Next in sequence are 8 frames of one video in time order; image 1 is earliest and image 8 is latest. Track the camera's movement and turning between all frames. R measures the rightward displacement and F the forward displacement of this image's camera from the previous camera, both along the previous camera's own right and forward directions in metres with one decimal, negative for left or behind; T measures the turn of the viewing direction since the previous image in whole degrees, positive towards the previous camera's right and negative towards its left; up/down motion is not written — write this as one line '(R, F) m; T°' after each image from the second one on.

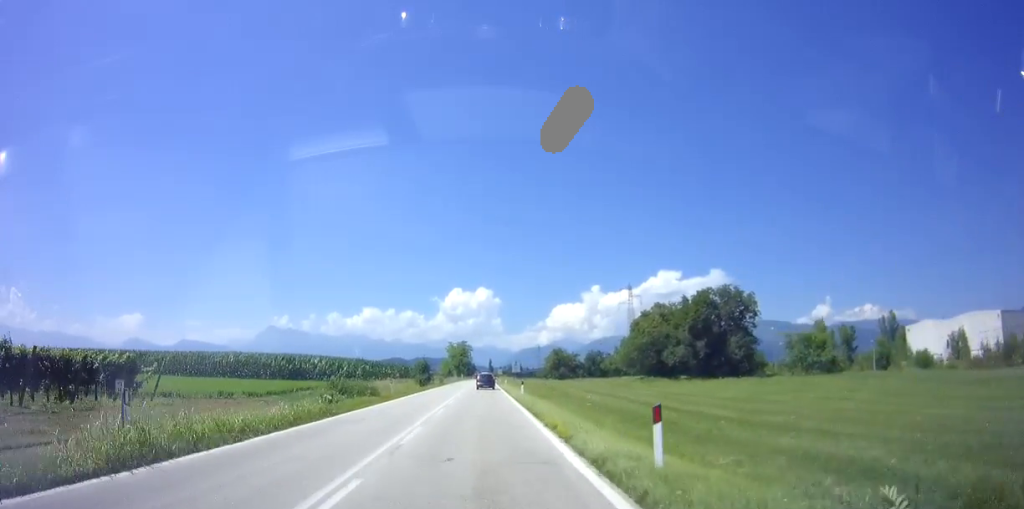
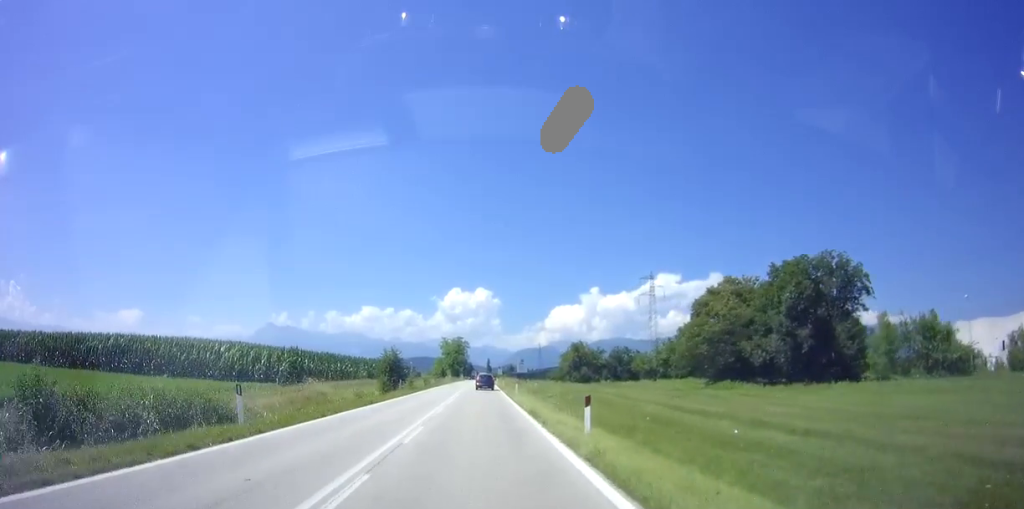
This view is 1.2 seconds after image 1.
(+0.2, +20.6) m; 0°
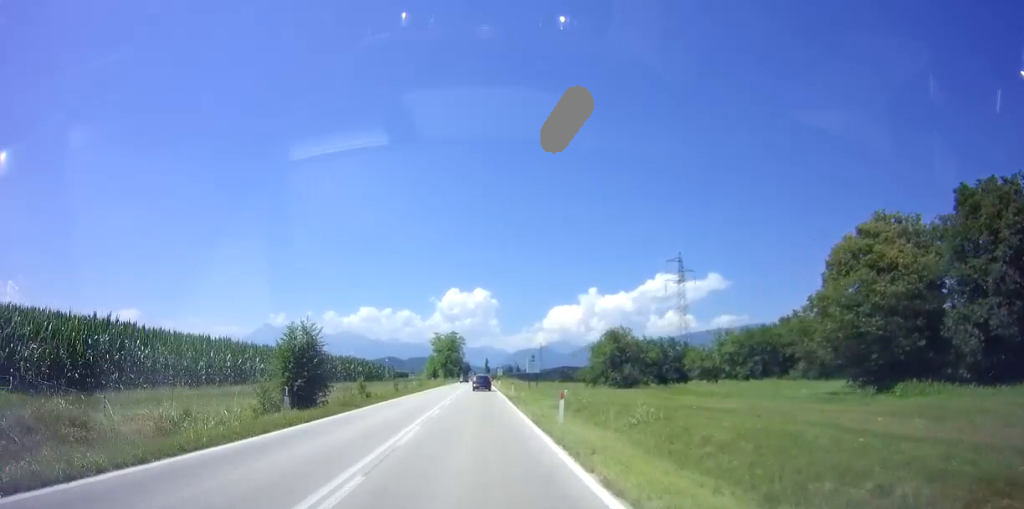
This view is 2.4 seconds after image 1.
(-0.2, +21.7) m; 0°
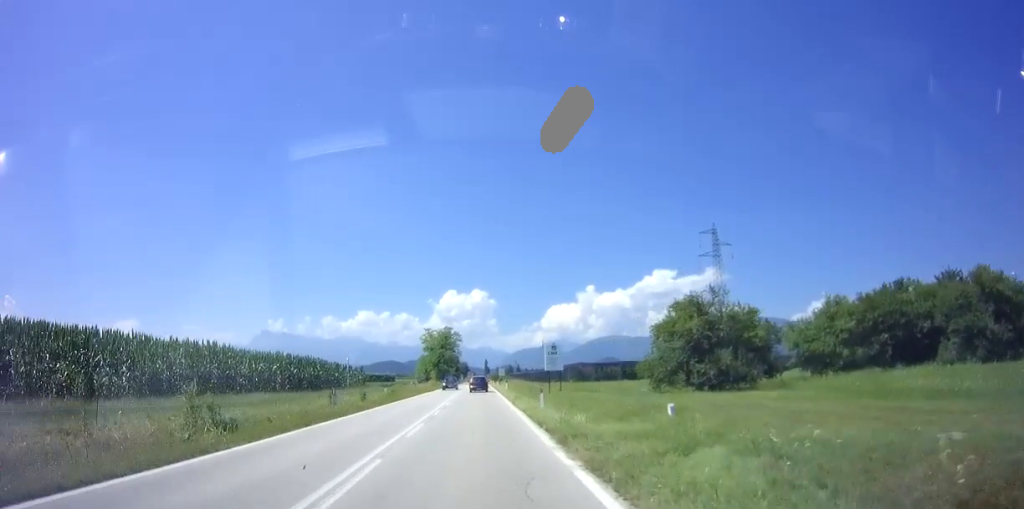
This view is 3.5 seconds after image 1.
(+0.1, +19.4) m; +1°
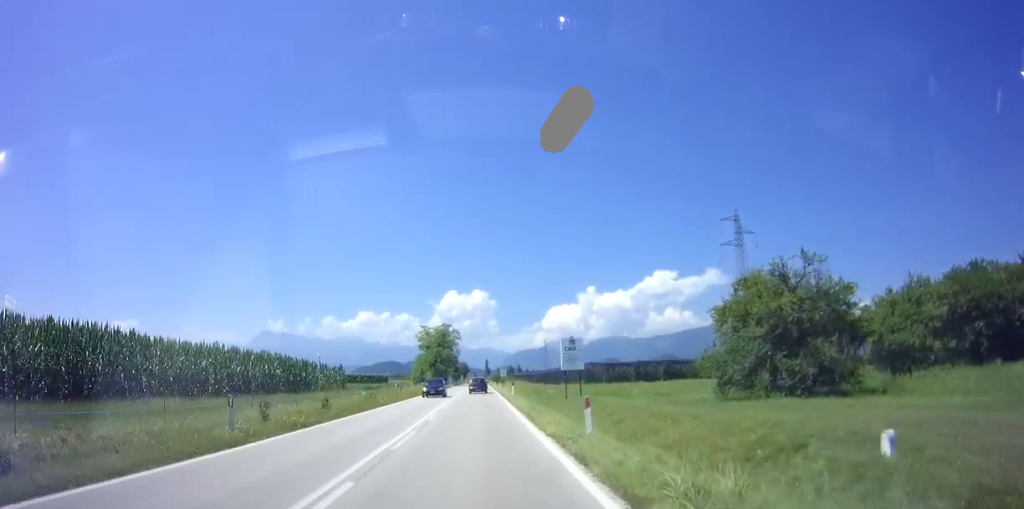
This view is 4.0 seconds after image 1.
(+0.1, +8.8) m; 0°
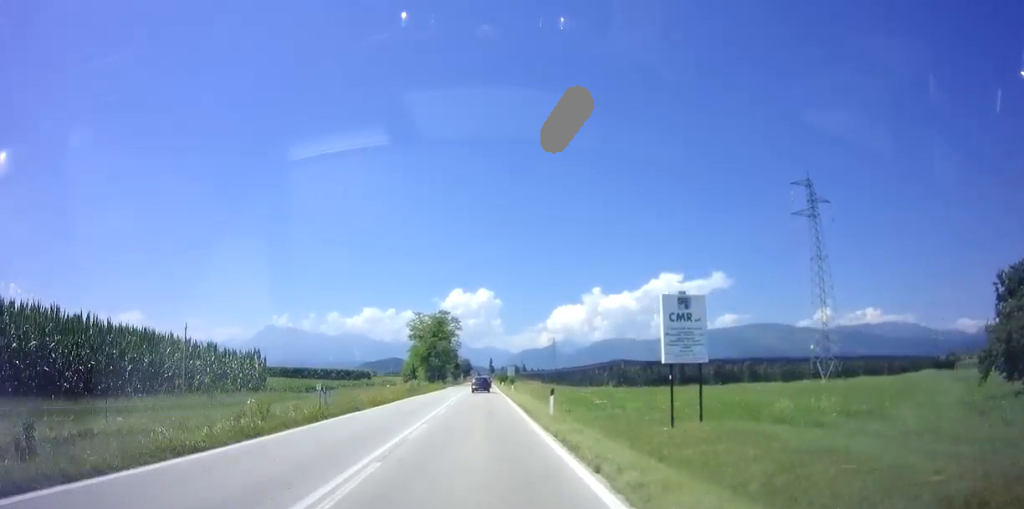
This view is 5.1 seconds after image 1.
(-0.3, +19.4) m; -1°
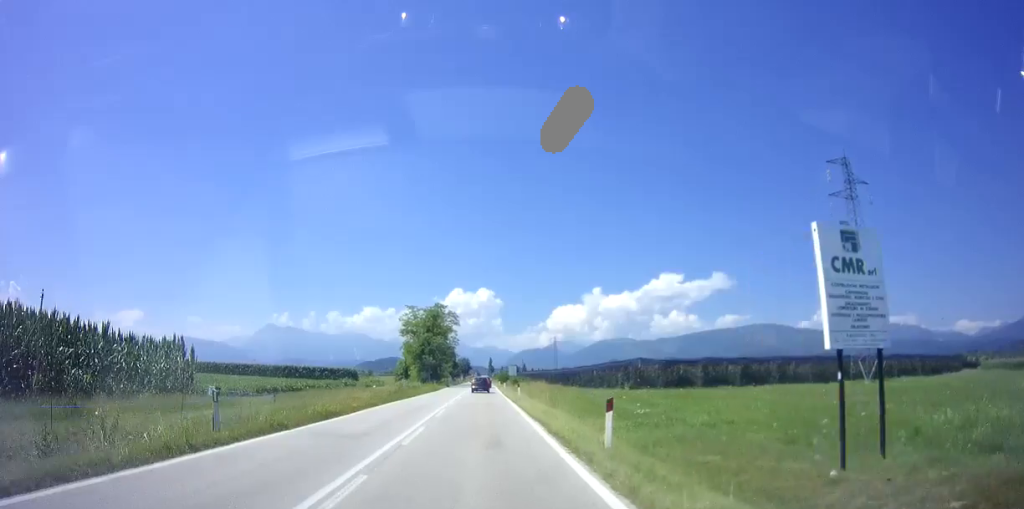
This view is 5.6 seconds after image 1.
(0.0, +8.3) m; 0°
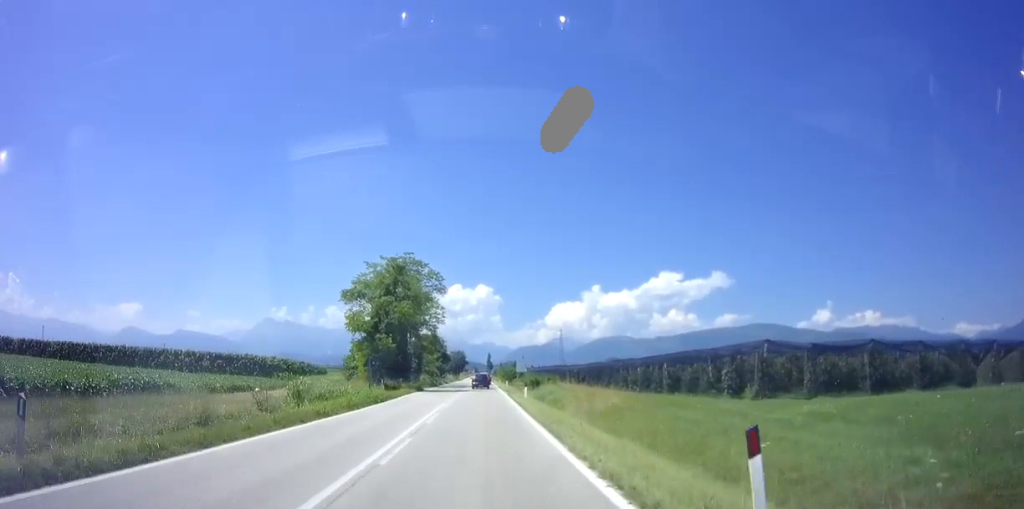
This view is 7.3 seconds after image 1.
(+0.3, +31.6) m; +1°
